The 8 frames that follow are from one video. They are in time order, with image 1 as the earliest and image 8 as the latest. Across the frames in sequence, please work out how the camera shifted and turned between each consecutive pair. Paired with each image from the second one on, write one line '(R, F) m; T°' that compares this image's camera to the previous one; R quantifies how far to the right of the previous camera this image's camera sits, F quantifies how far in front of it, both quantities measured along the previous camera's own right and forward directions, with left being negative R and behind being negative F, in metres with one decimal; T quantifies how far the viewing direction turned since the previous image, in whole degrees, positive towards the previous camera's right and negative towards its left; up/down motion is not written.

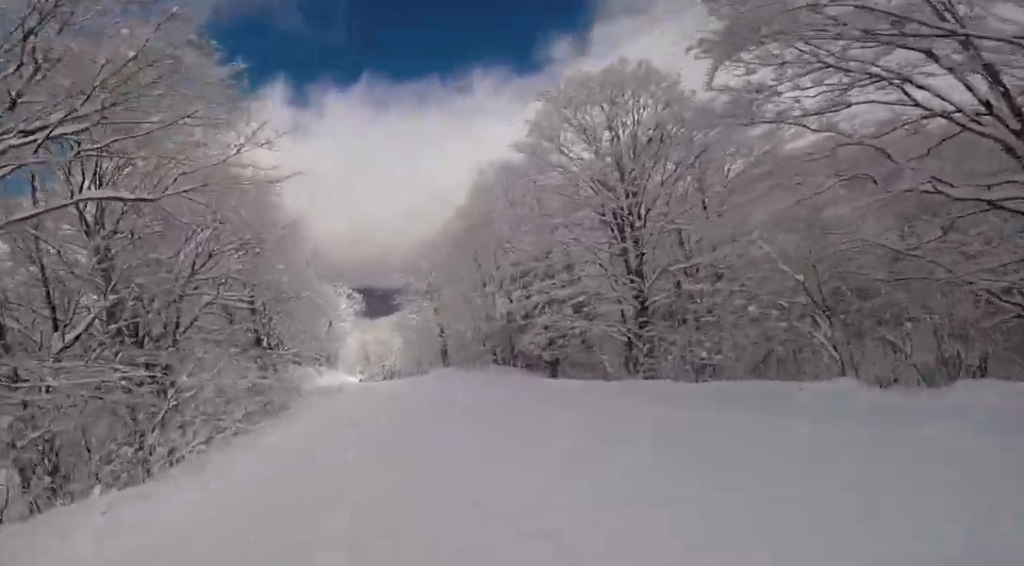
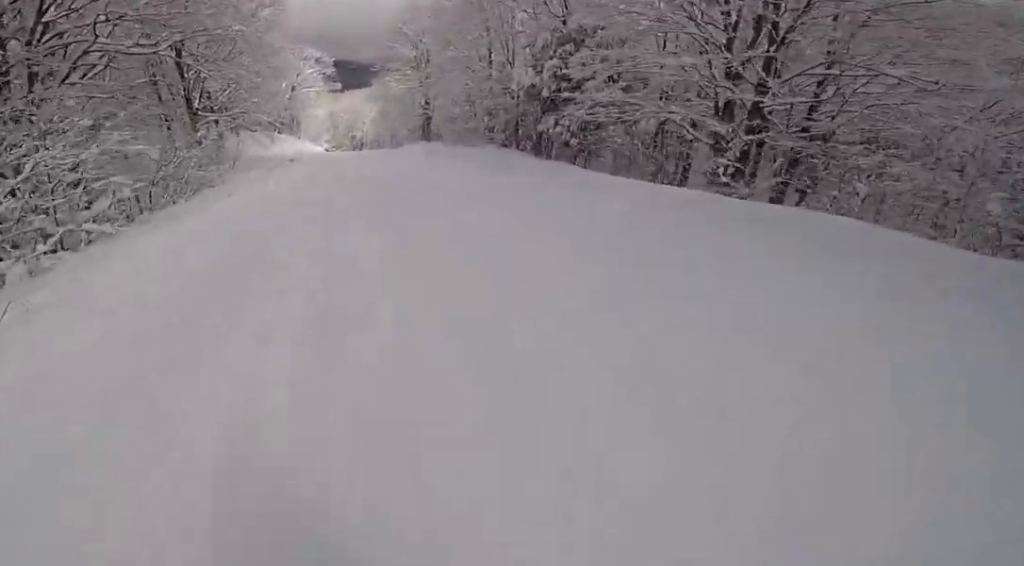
(-0.2, +6.1) m; -6°
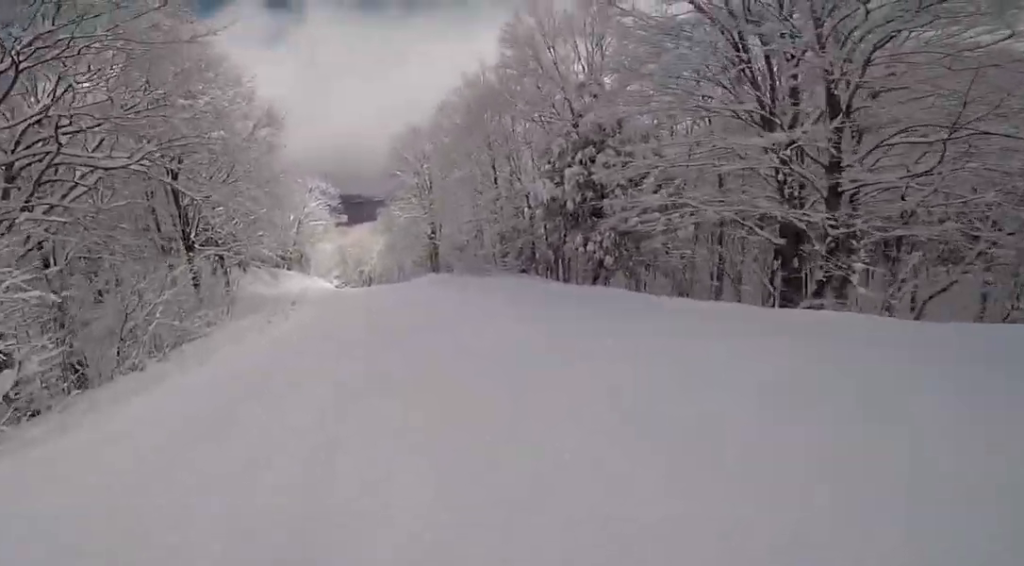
(-0.2, +3.3) m; -3°
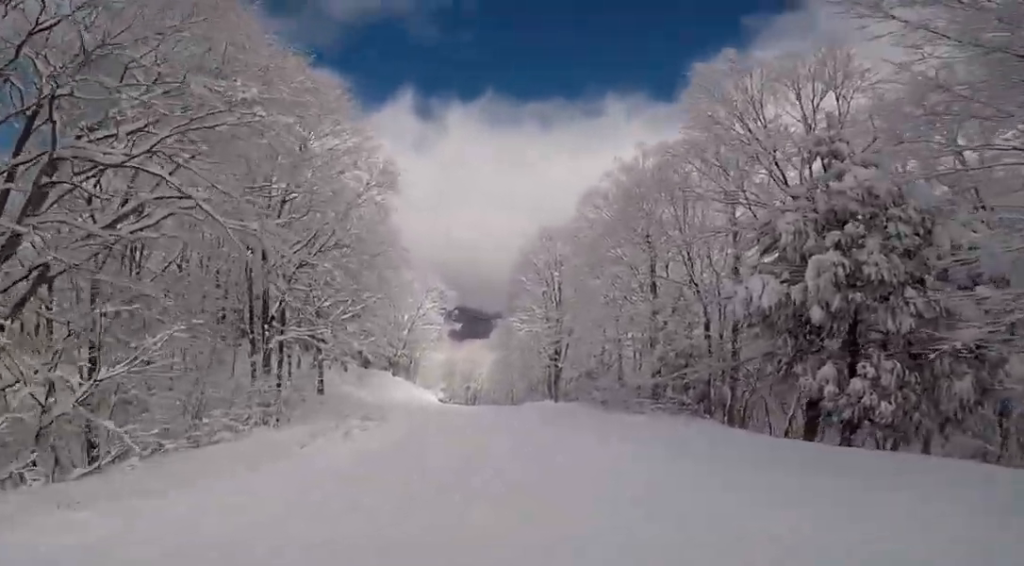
(-0.1, +6.3) m; +4°
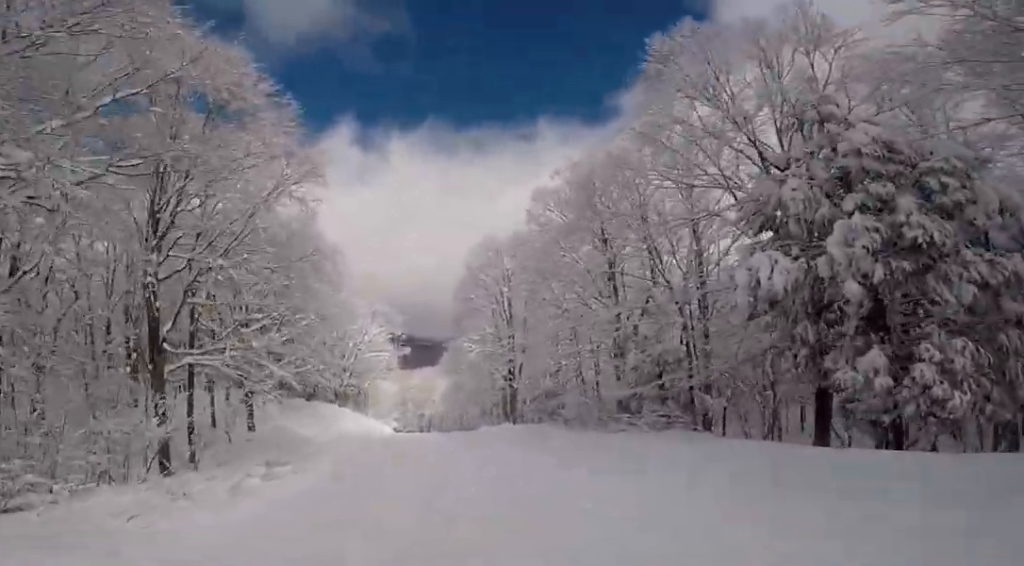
(+0.3, +3.3) m; +1°
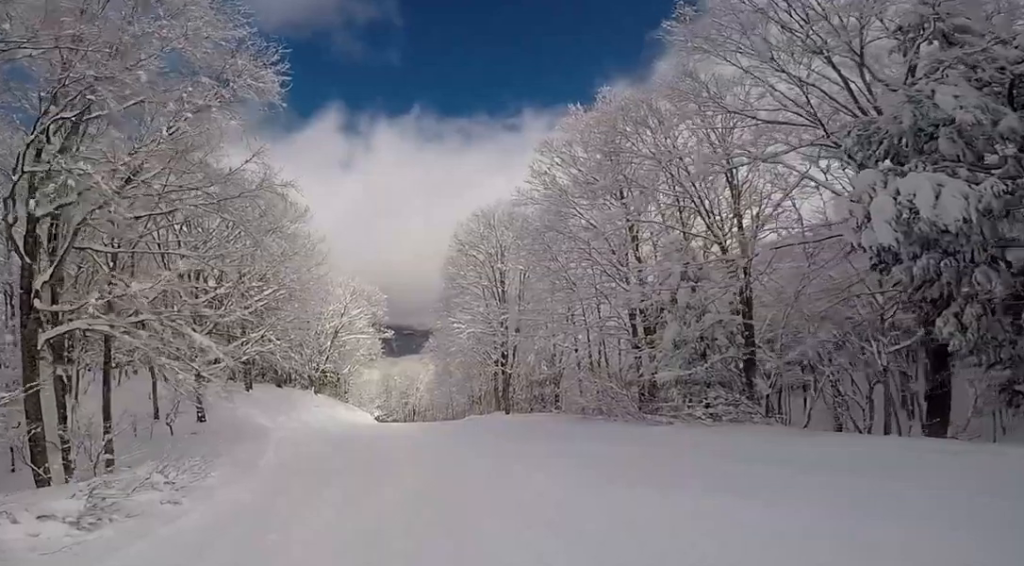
(+0.2, +4.2) m; -1°
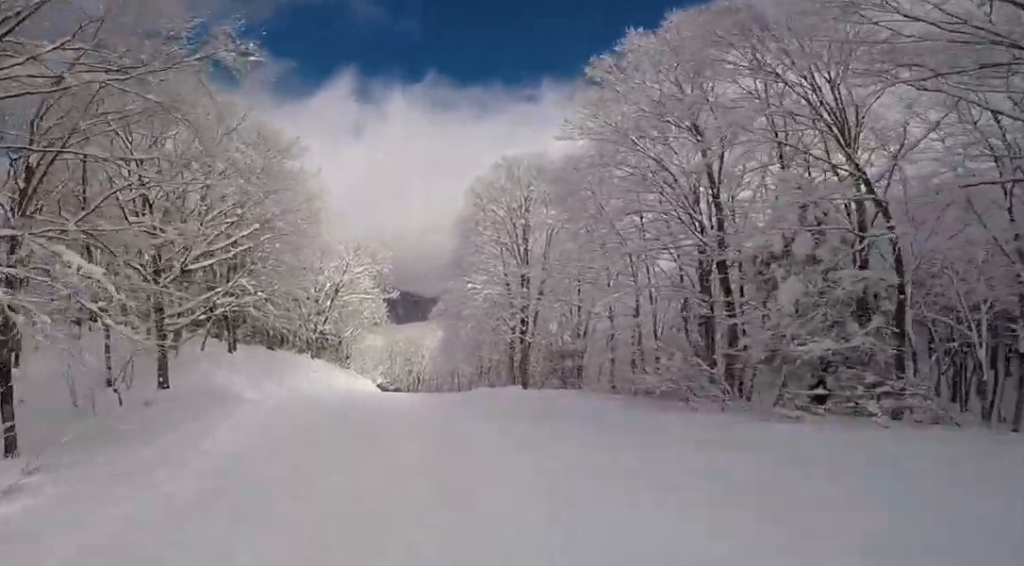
(-0.4, +4.7) m; -4°
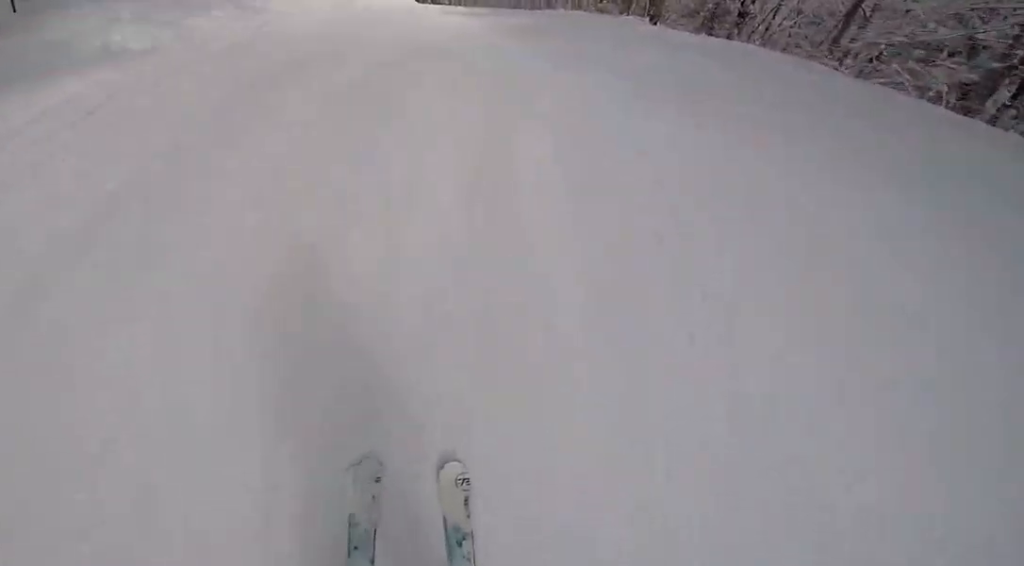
(0.0, +11.2) m; +6°
